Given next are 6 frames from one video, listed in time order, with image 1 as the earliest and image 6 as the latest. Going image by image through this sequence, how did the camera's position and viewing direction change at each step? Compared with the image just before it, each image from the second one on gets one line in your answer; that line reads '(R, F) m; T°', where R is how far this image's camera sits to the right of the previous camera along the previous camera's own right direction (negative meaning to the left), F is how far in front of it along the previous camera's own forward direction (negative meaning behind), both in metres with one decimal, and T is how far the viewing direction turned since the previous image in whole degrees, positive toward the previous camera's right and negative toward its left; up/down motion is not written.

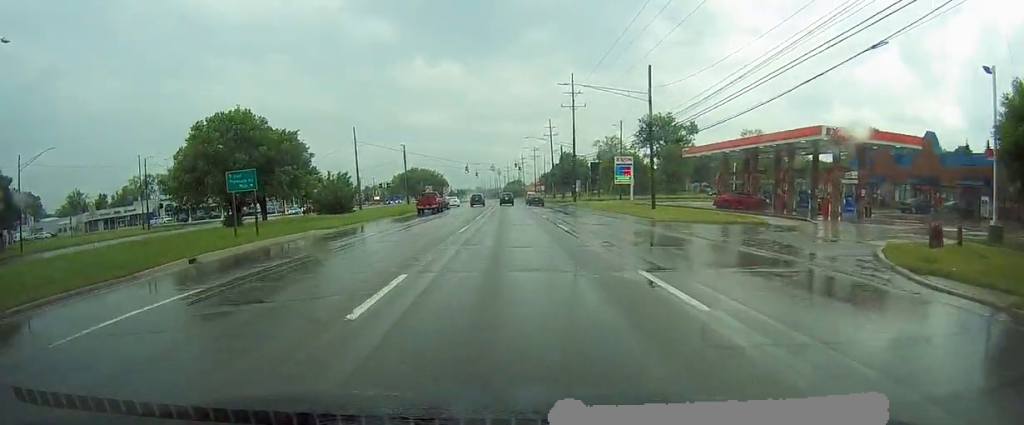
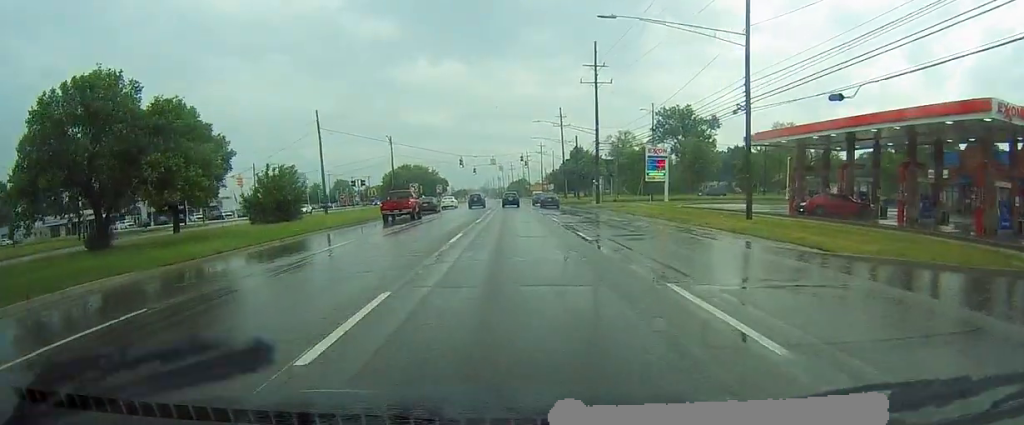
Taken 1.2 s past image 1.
(0.0, +18.8) m; +1°
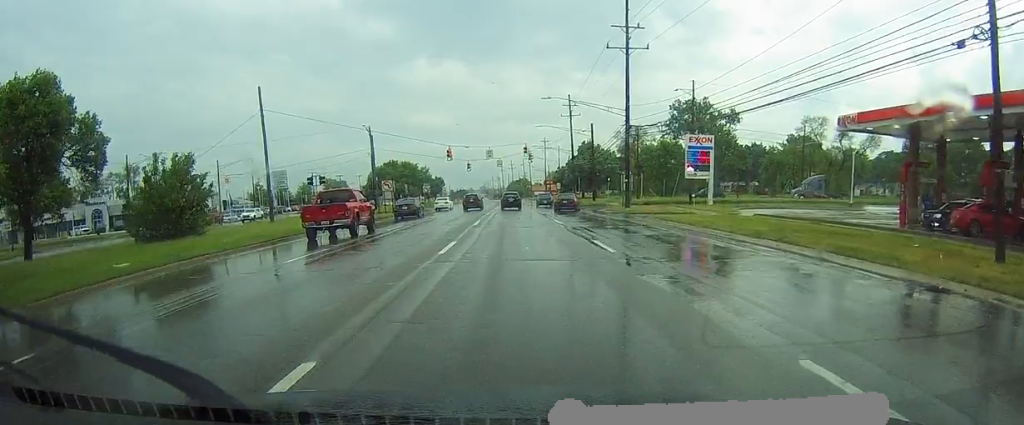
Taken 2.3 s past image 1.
(+0.4, +16.9) m; +1°
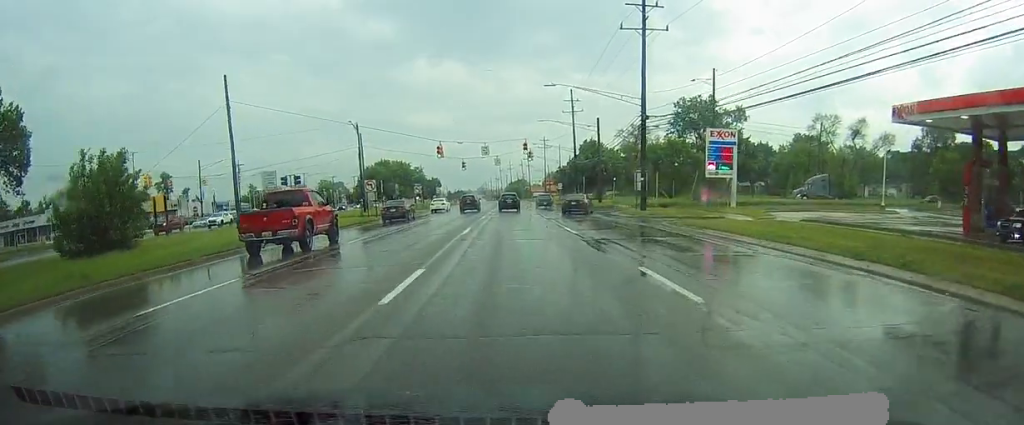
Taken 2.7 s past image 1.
(0.0, +6.7) m; -1°
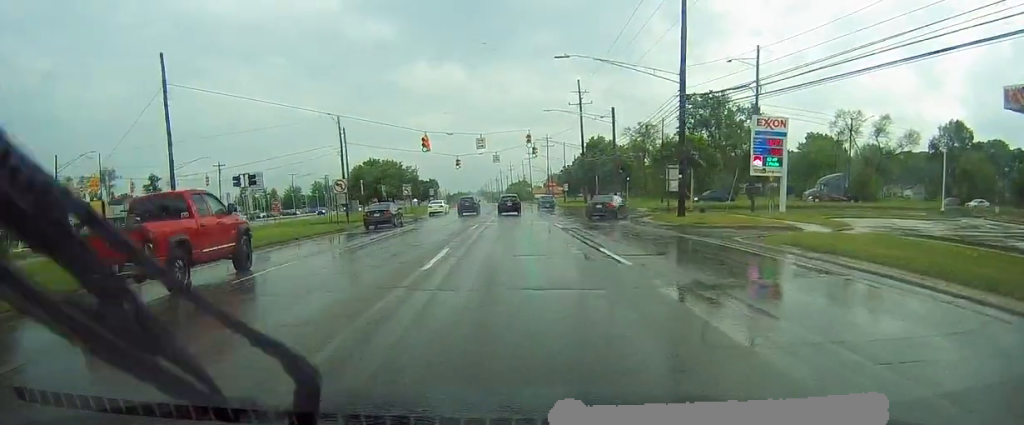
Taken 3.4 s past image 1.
(-0.1, +10.1) m; -1°
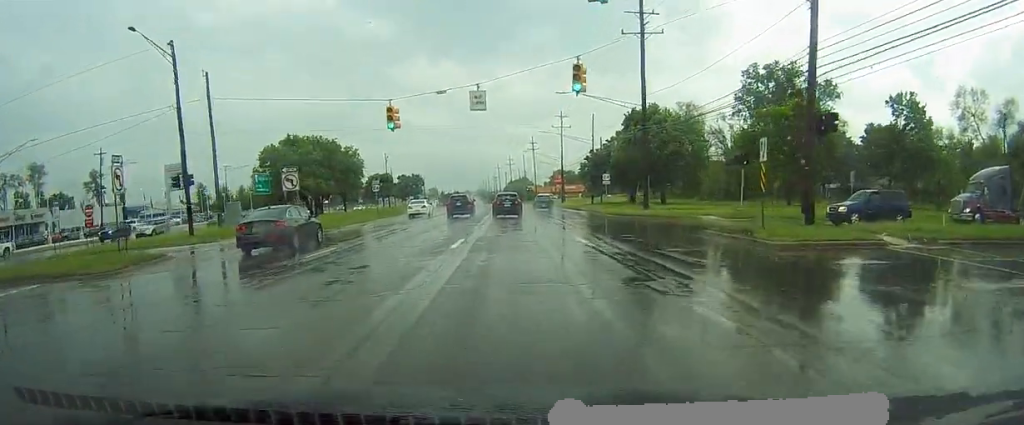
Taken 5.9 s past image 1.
(-0.3, +41.0) m; -1°
